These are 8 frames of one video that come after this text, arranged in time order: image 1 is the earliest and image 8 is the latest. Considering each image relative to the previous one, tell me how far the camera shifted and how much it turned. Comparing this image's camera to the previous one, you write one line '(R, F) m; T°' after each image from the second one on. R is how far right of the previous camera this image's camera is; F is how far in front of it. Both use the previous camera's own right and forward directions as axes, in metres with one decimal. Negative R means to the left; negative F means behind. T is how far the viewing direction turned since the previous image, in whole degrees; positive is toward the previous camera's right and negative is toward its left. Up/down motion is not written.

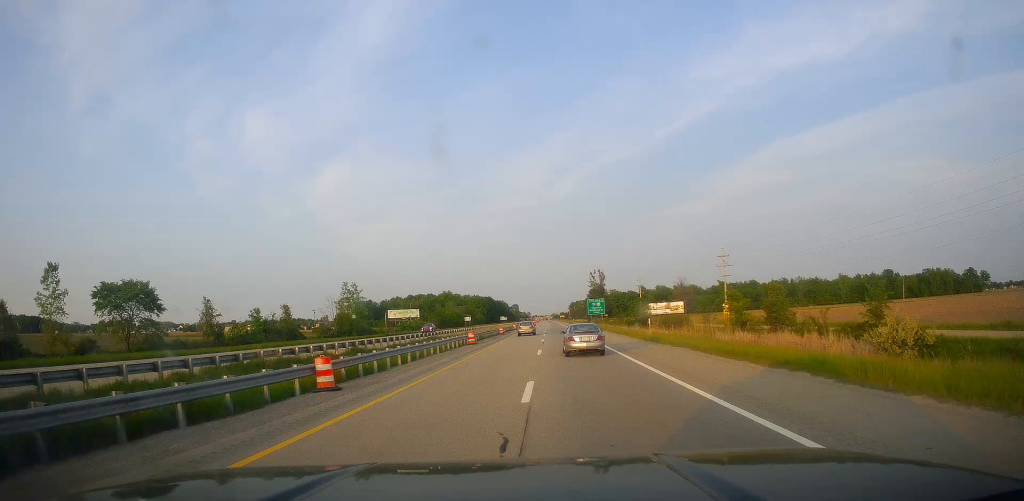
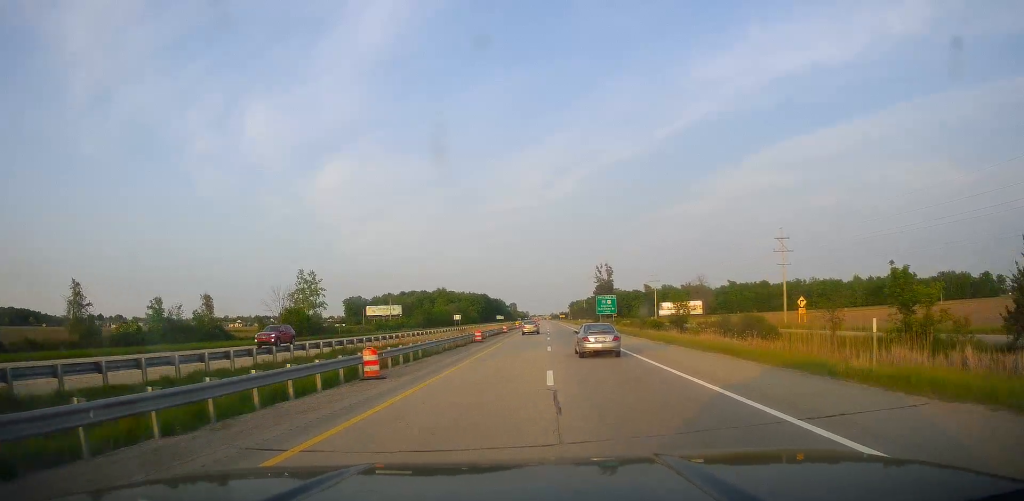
(-0.2, +27.6) m; 0°
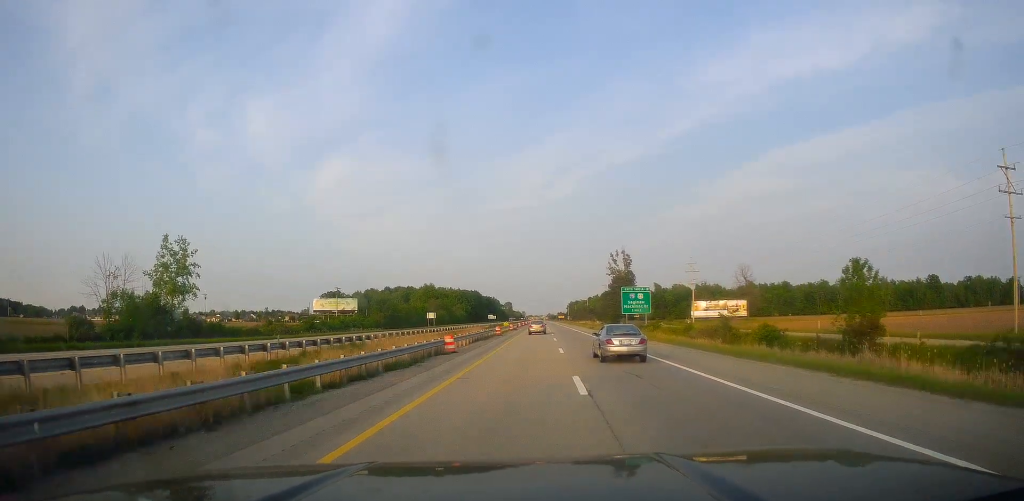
(0.0, +46.5) m; 0°
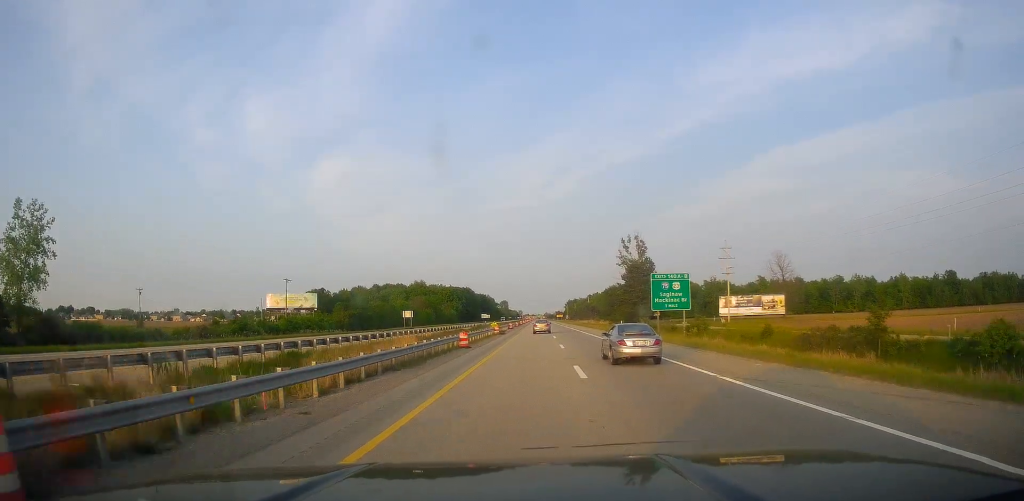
(0.0, +27.1) m; 0°
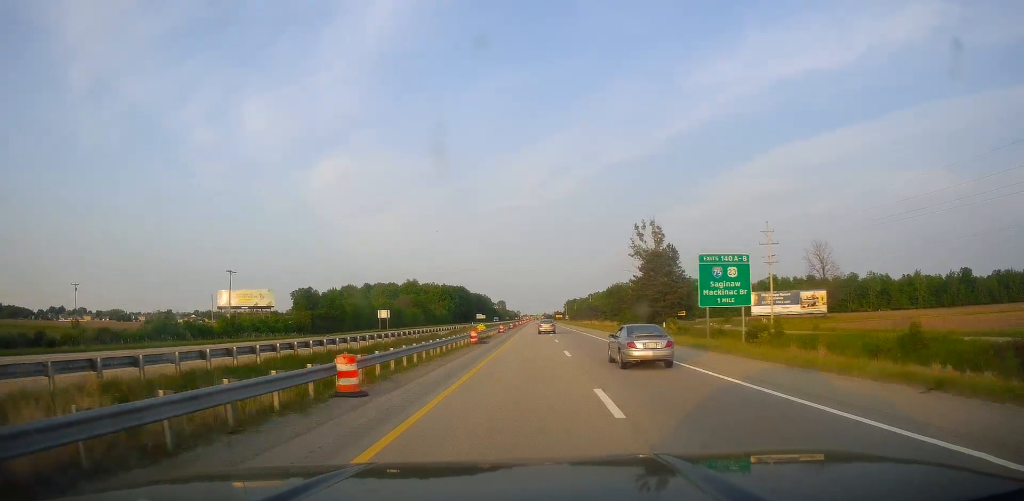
(0.0, +21.3) m; 0°
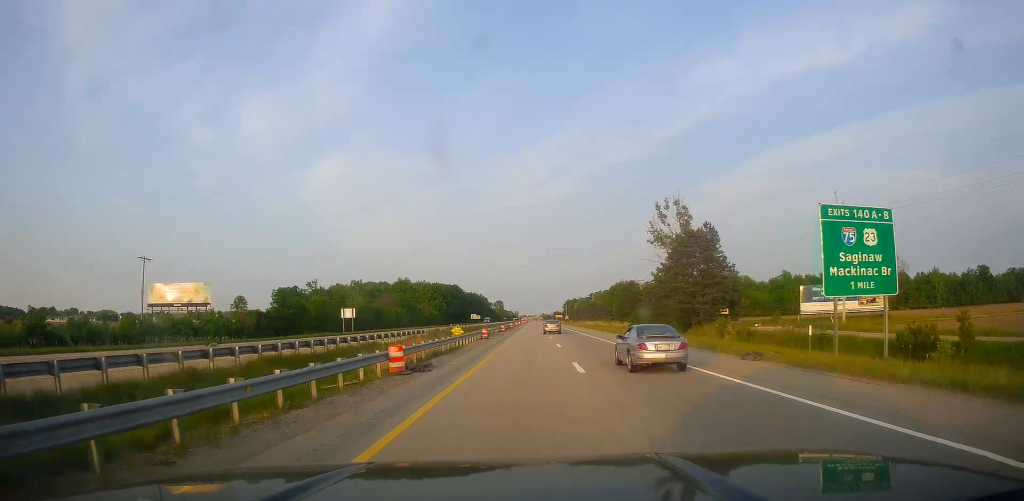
(0.0, +22.6) m; 0°
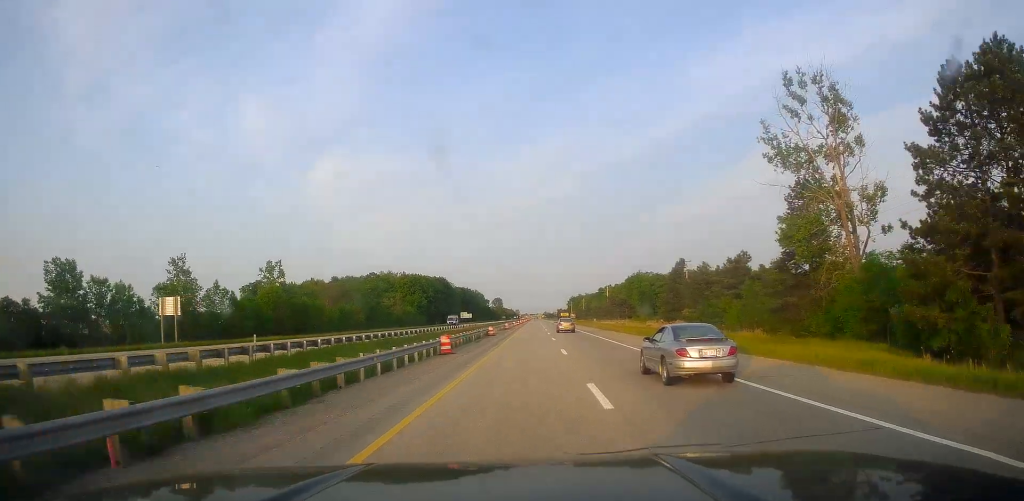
(+0.3, +52.4) m; +1°
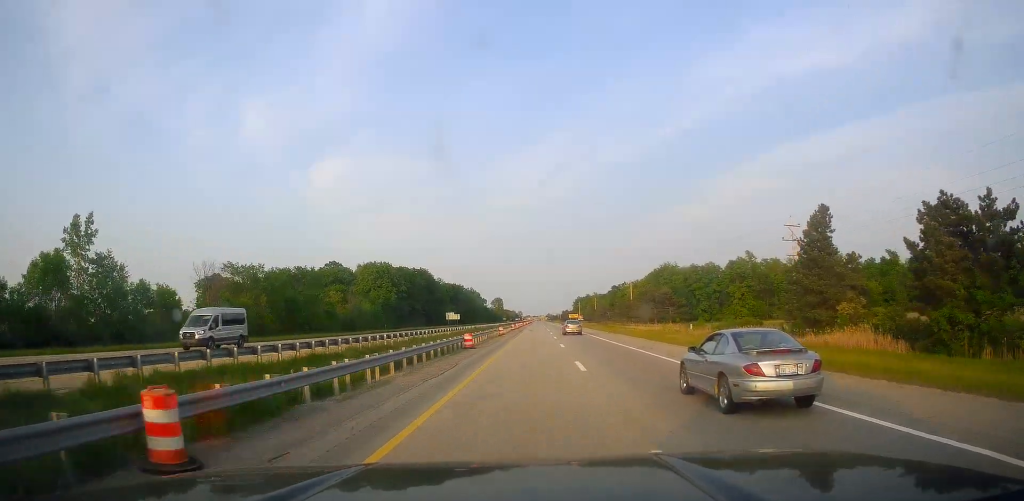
(+0.6, +52.5) m; 0°
